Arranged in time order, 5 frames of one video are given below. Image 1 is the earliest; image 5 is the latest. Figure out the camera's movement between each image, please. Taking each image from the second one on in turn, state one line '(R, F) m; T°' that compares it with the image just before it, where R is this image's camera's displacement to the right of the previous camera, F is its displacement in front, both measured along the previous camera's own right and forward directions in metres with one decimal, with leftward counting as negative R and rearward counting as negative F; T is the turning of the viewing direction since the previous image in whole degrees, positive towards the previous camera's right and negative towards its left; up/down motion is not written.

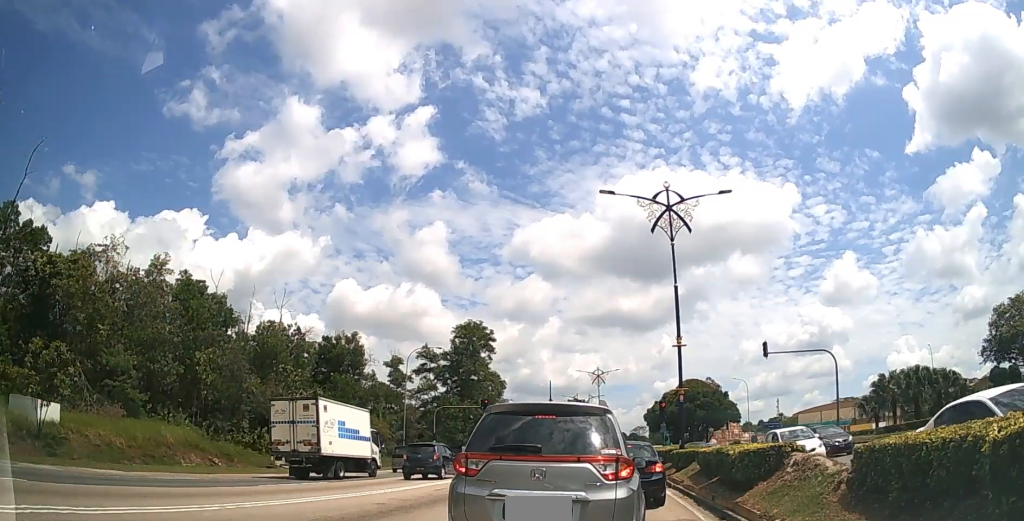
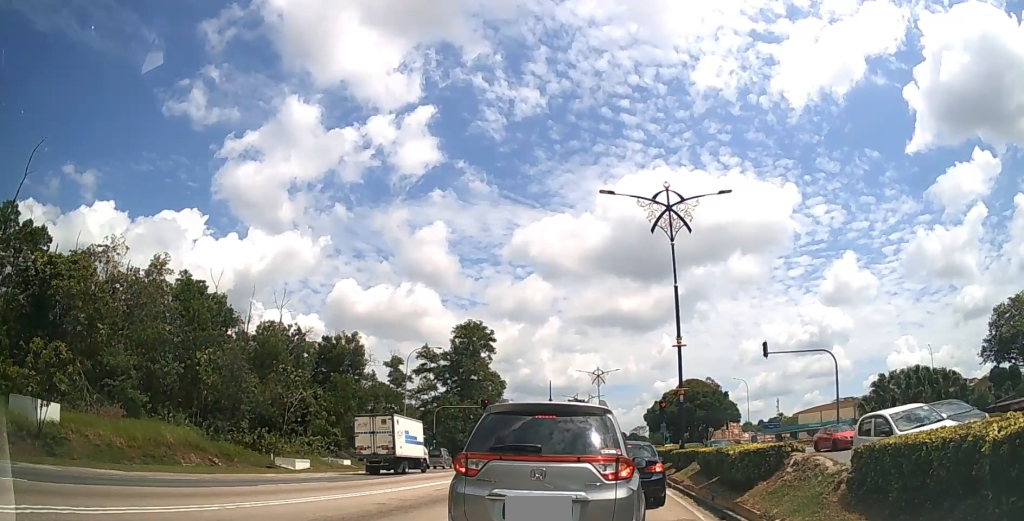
(0.0, 0.0) m; 0°
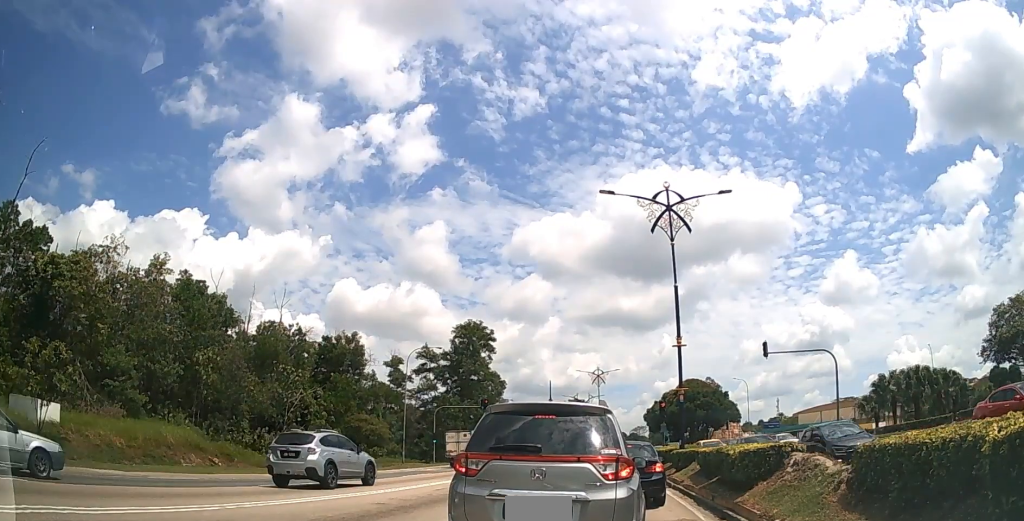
(0.0, 0.0) m; 0°
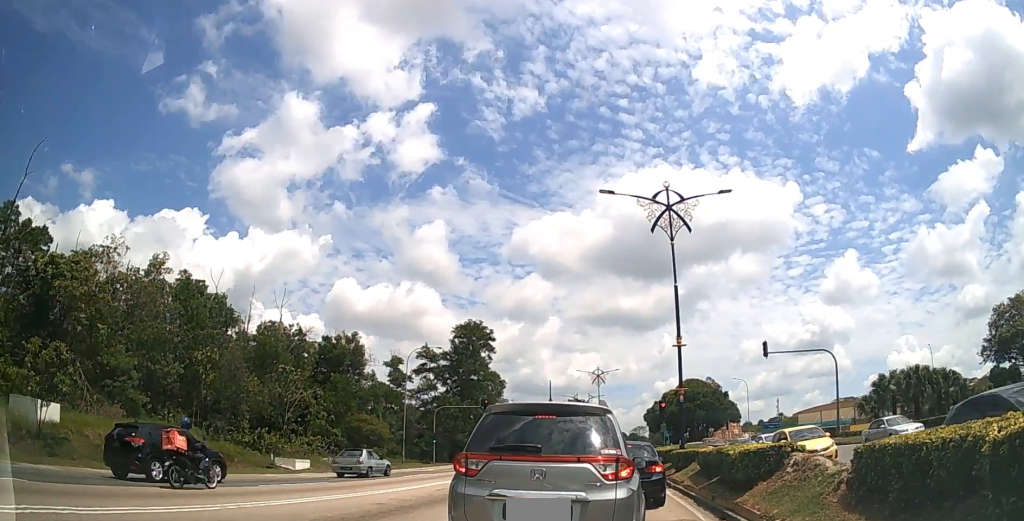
(0.0, 0.0) m; 0°
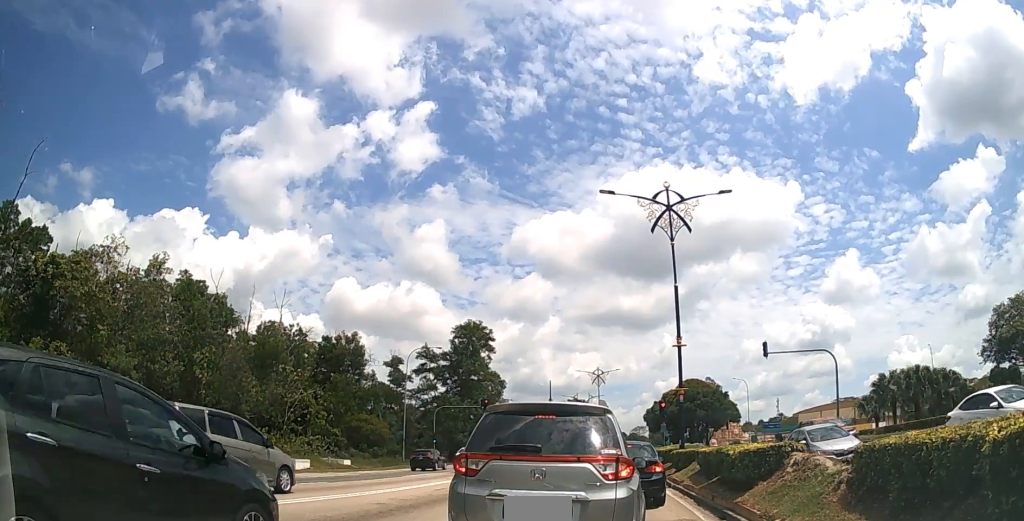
(0.0, 0.0) m; 0°
